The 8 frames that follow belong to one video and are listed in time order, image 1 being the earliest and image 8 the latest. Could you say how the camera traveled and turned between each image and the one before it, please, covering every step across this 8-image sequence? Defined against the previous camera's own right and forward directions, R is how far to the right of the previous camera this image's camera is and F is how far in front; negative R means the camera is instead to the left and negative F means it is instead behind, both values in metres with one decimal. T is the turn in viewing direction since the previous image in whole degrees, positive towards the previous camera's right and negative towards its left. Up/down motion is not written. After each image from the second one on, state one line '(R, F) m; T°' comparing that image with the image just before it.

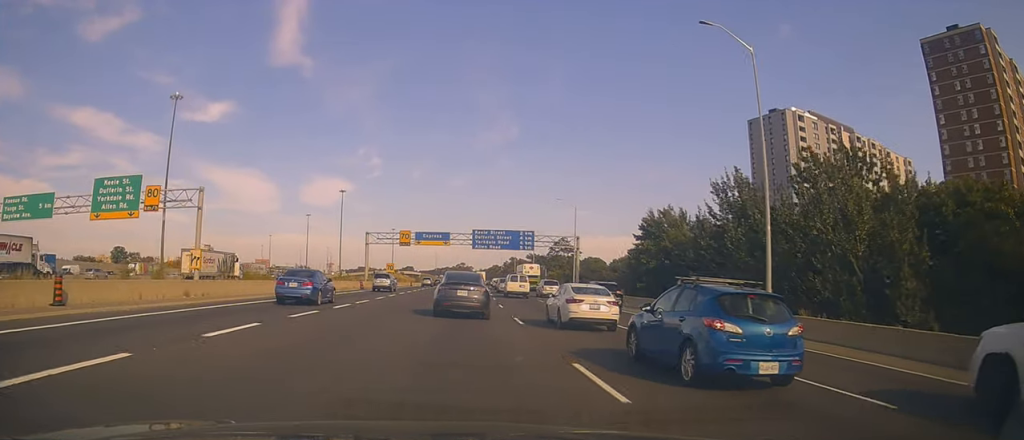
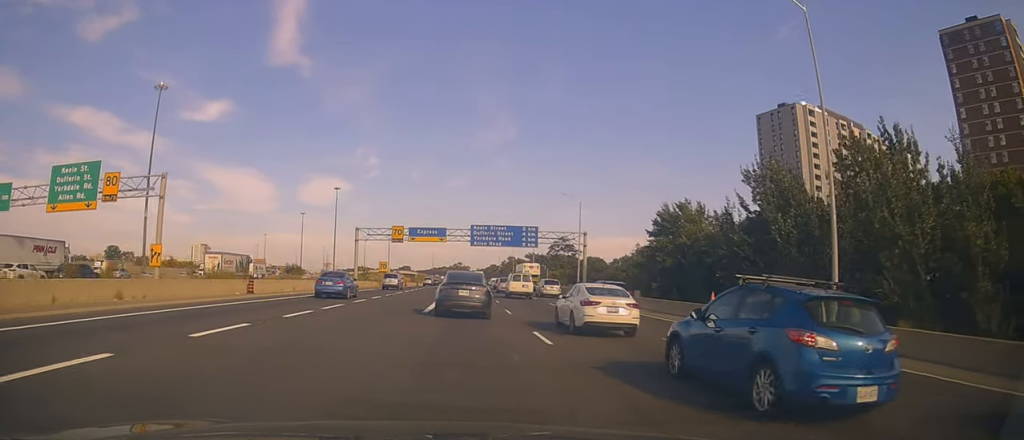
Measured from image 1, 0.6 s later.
(0.0, +5.9) m; 0°
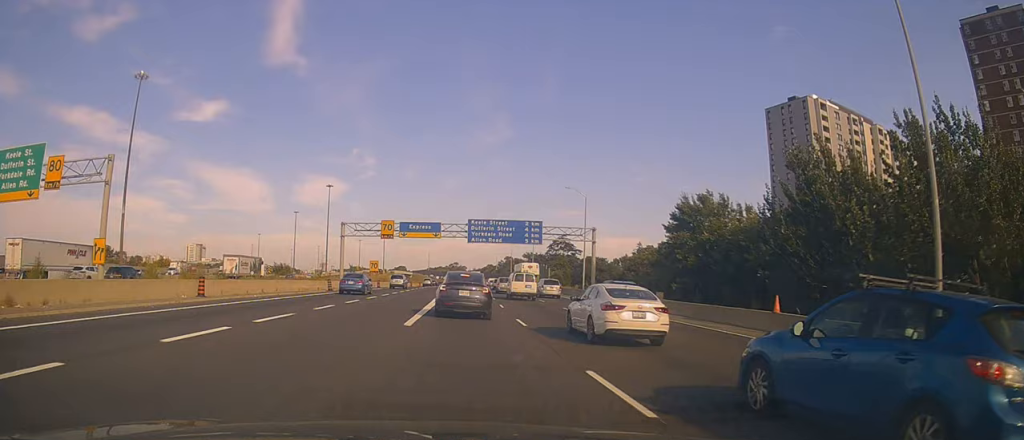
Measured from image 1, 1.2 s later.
(0.0, +6.6) m; 0°
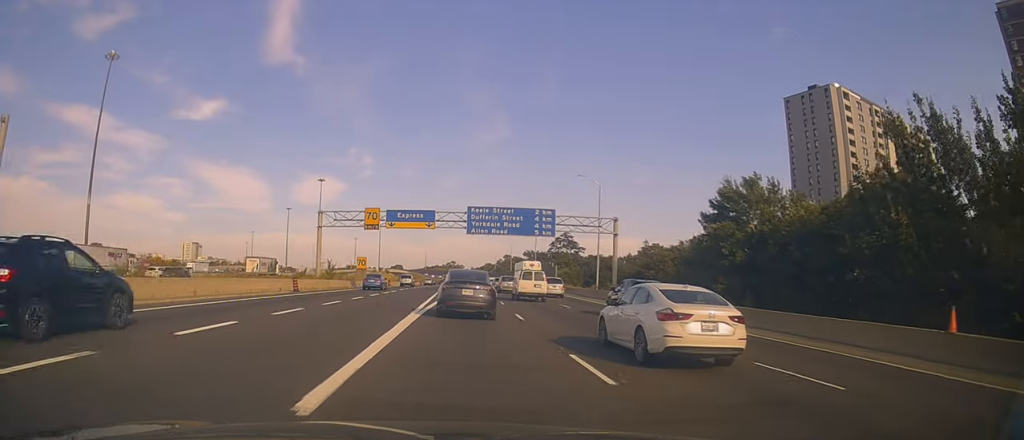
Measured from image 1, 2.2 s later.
(0.0, +10.3) m; 0°
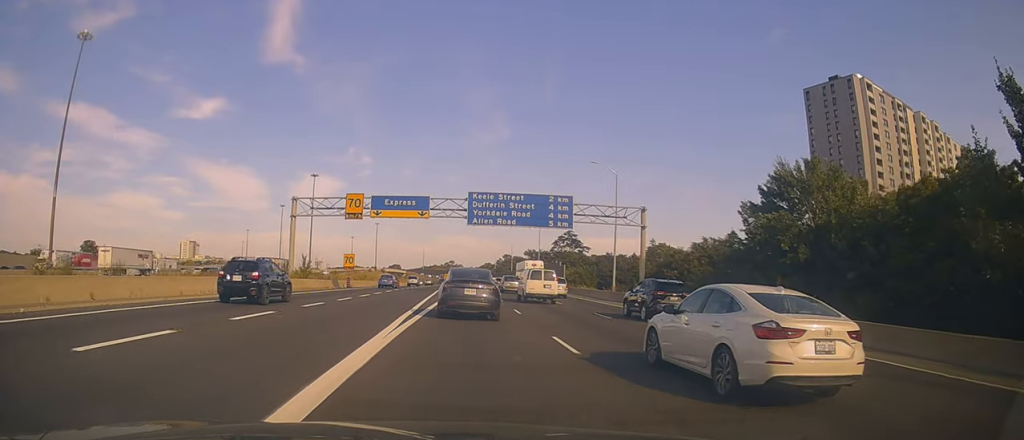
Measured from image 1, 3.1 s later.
(0.0, +9.5) m; 0°
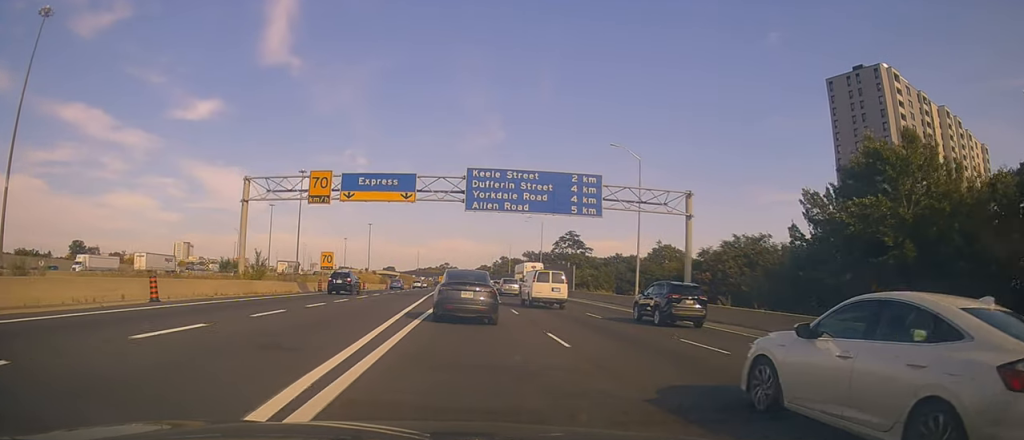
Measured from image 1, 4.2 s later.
(0.0, +11.7) m; 0°
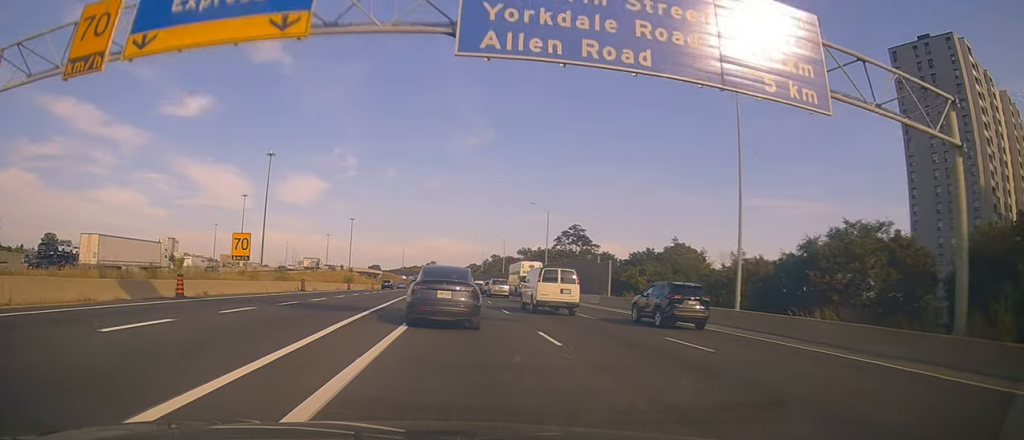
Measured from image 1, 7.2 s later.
(0.0, +25.4) m; 0°
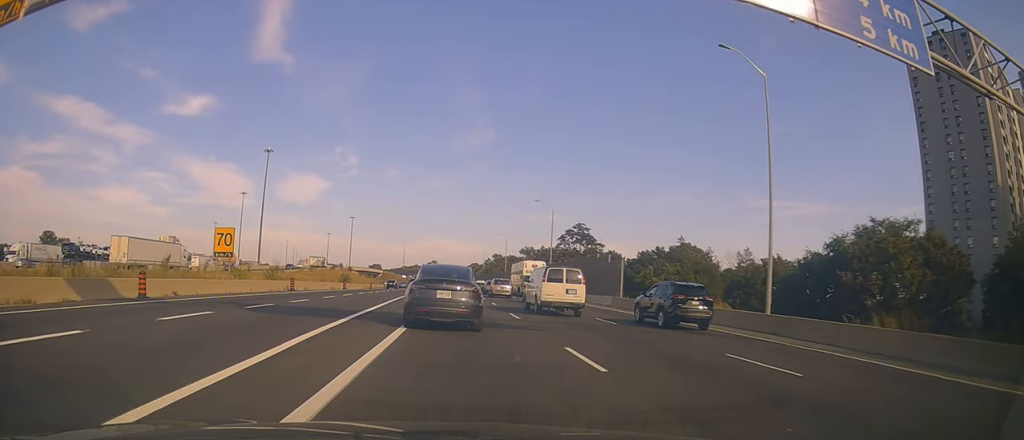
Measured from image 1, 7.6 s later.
(0.0, +3.9) m; 0°
